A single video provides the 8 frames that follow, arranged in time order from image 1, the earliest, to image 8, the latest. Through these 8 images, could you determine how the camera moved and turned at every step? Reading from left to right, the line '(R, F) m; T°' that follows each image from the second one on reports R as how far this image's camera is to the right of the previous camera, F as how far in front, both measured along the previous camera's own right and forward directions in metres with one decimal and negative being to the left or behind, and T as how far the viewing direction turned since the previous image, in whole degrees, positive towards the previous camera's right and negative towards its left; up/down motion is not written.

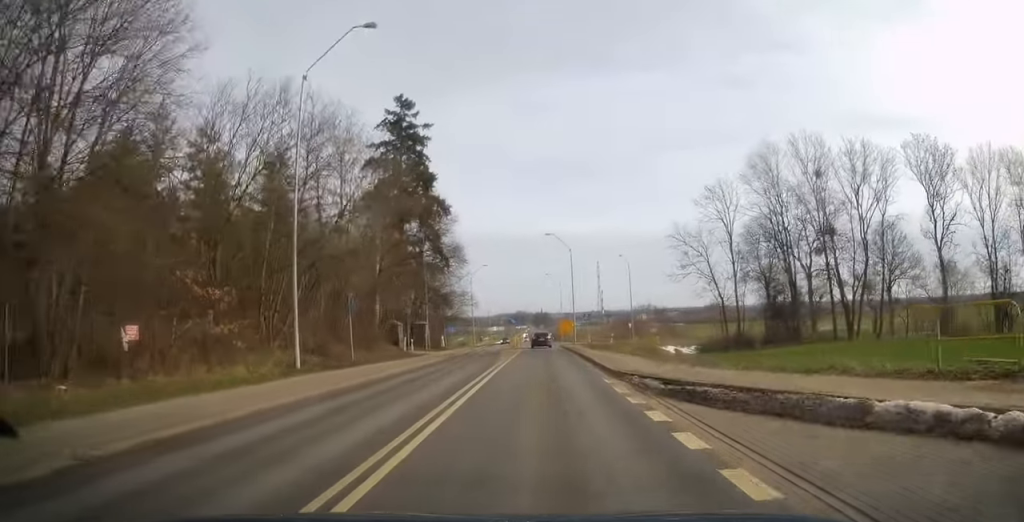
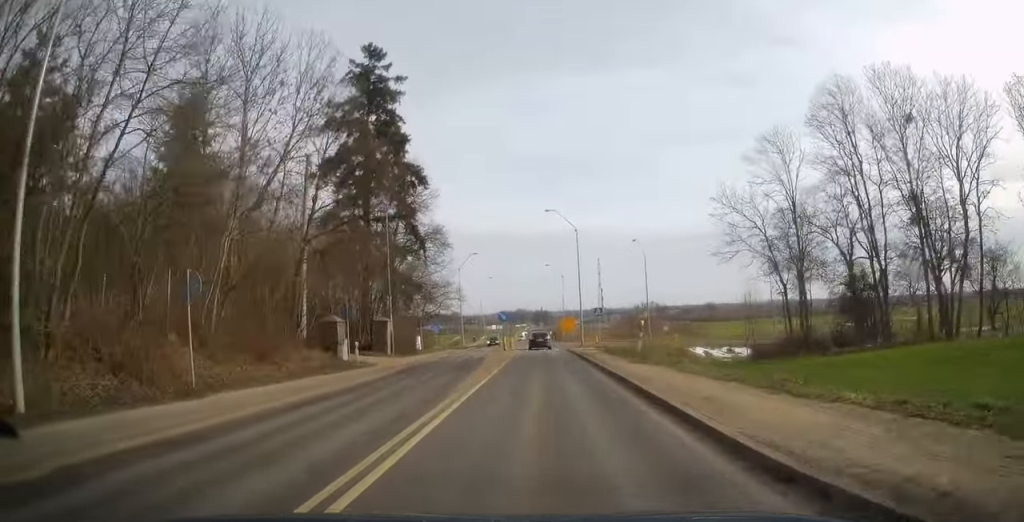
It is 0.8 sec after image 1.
(0.0, +12.8) m; 0°
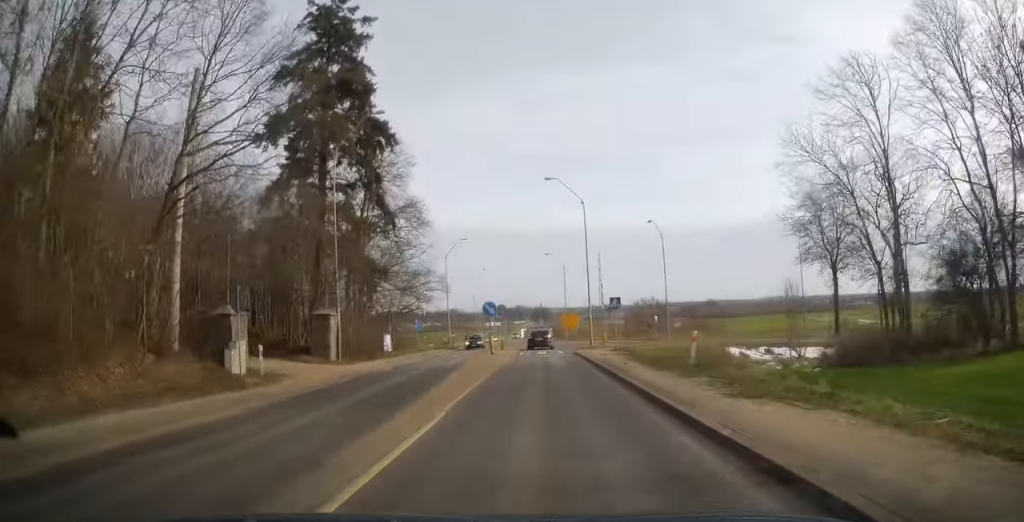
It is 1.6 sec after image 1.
(0.0, +10.8) m; 0°
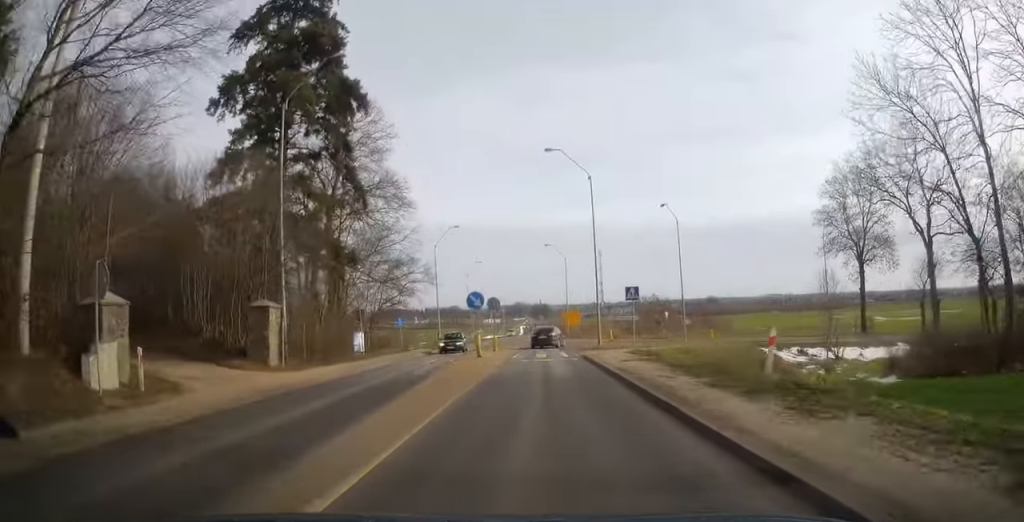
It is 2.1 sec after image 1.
(0.0, +6.8) m; 0°
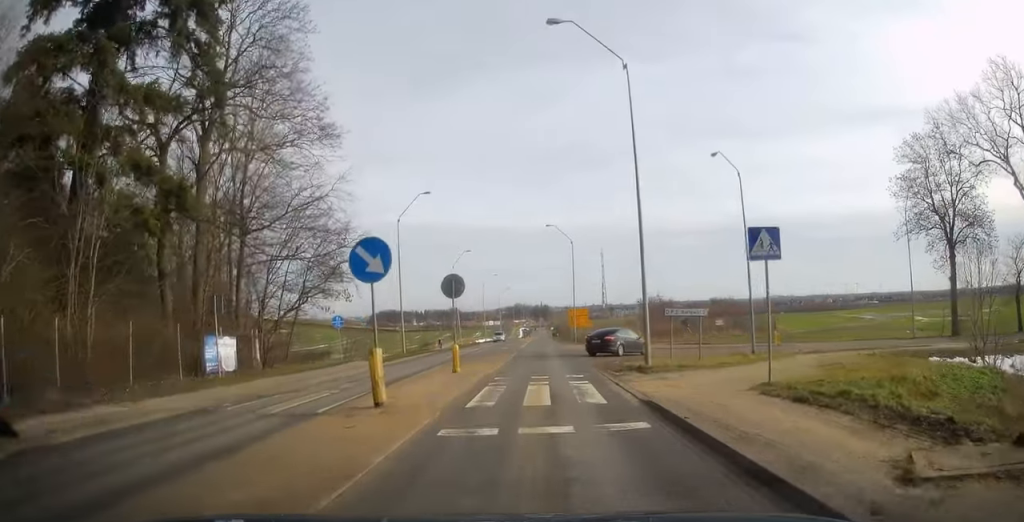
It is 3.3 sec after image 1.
(-0.1, +17.0) m; +1°
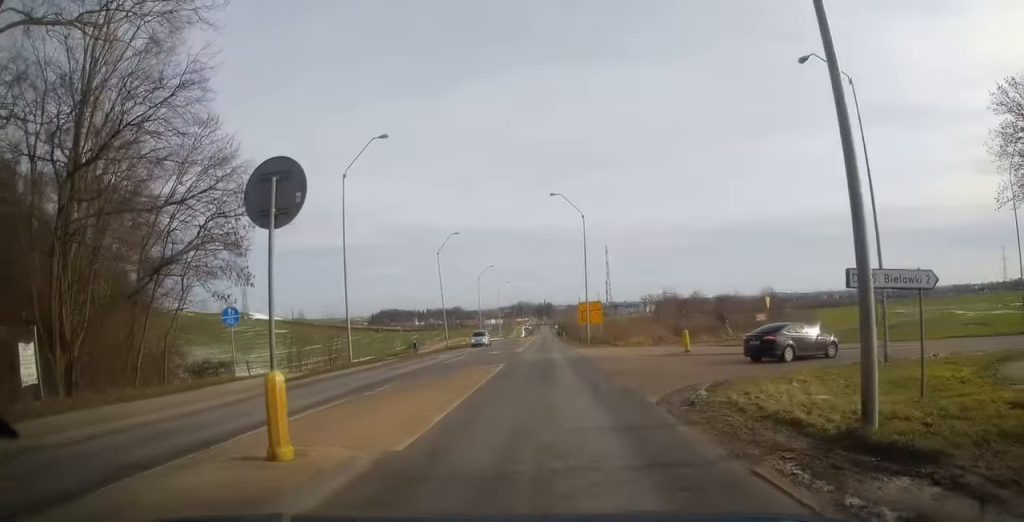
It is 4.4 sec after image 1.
(+0.3, +13.7) m; +1°
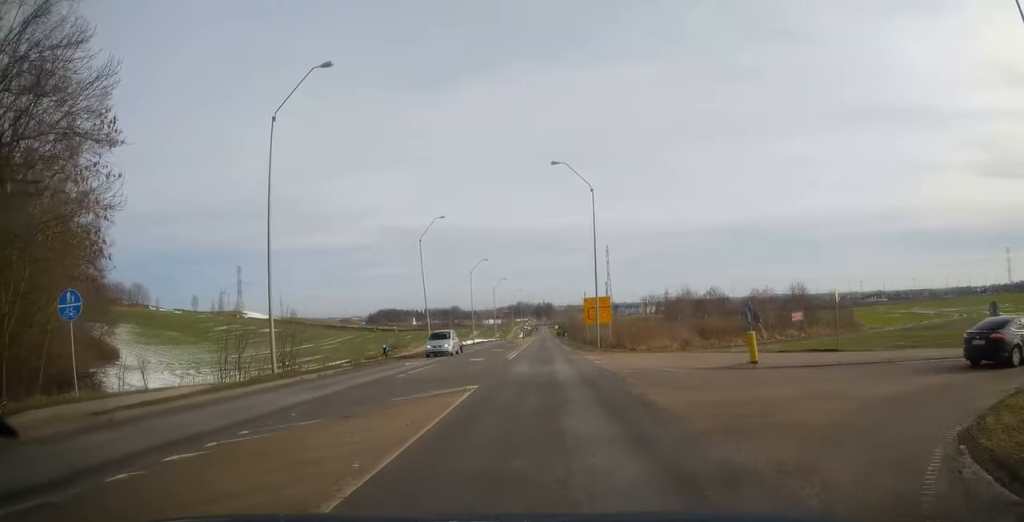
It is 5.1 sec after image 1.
(0.0, +9.4) m; -1°
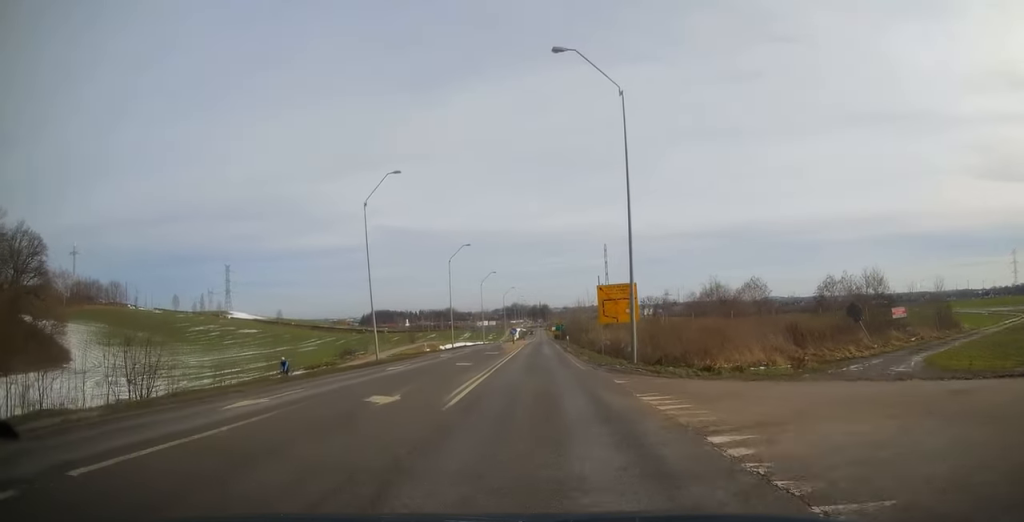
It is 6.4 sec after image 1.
(-0.3, +16.7) m; -1°
